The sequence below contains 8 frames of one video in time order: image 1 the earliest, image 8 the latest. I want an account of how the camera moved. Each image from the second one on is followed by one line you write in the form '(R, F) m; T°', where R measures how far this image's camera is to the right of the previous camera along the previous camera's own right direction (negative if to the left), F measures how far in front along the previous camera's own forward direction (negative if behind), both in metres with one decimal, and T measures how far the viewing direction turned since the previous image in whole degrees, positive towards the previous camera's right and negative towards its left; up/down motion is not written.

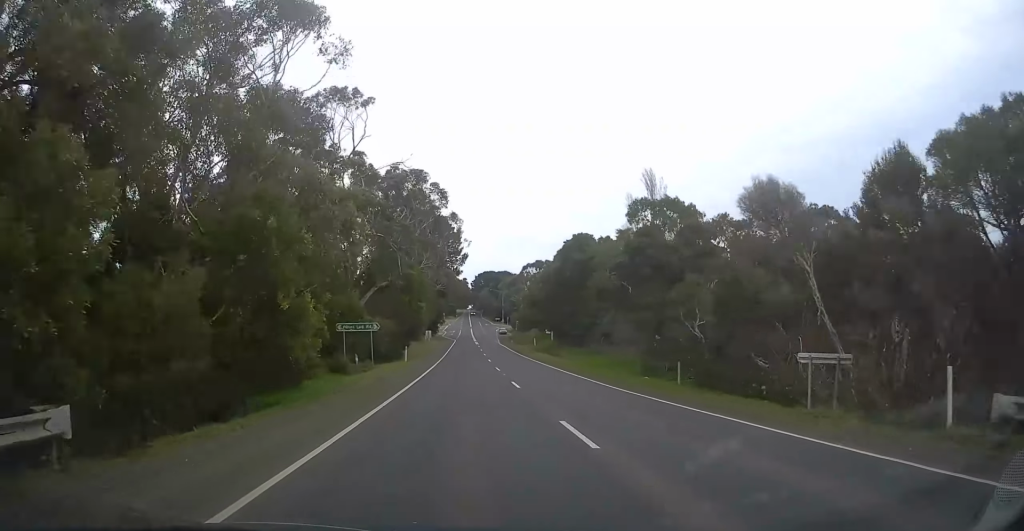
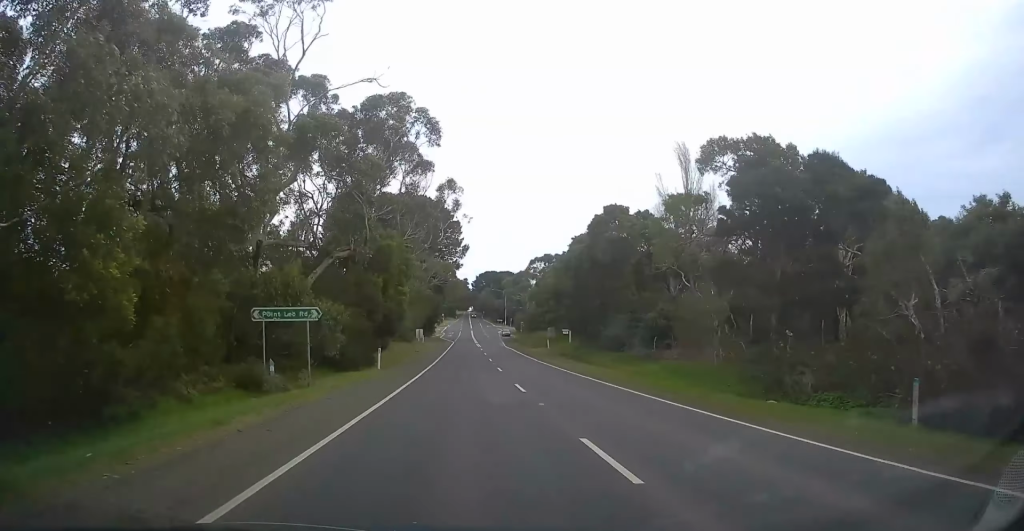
(+0.1, +13.9) m; 0°
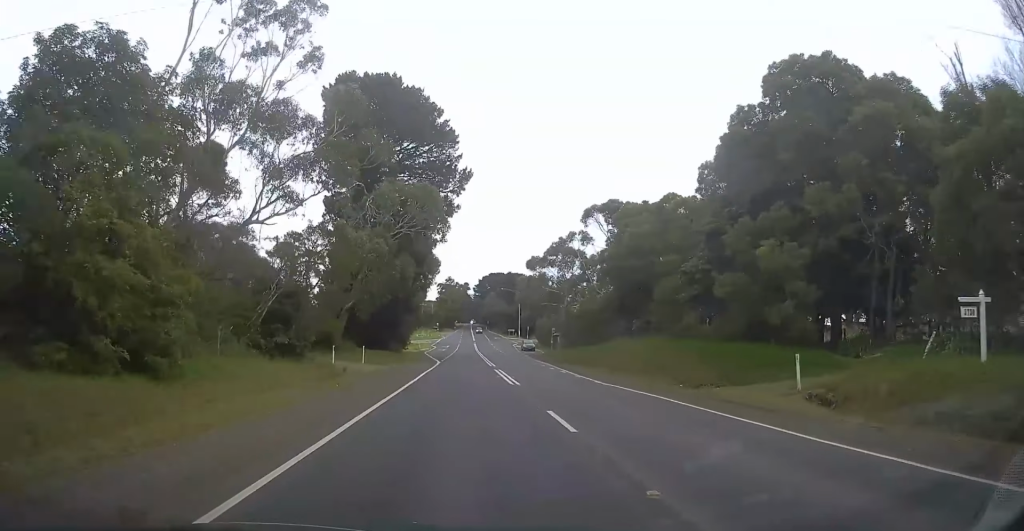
(-0.5, +54.4) m; -1°
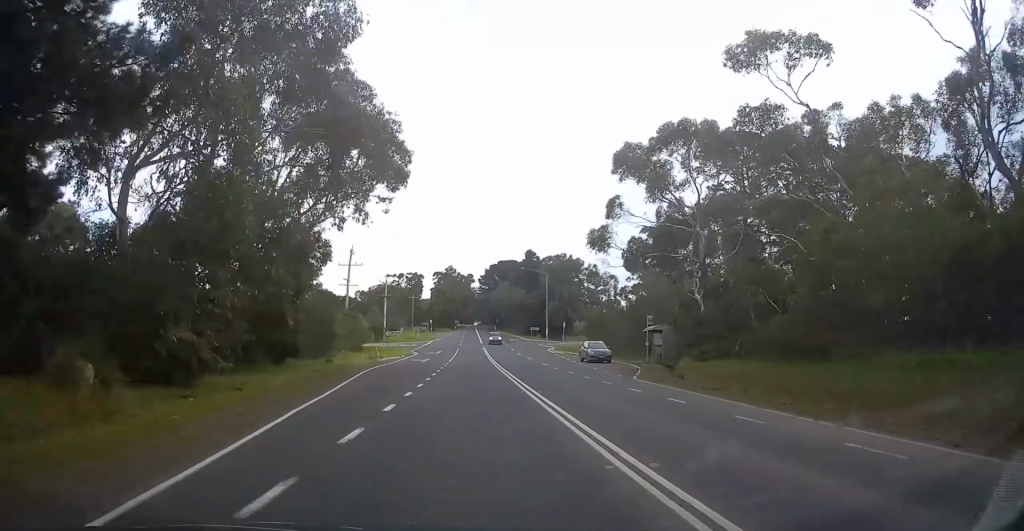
(+0.4, +51.7) m; 0°
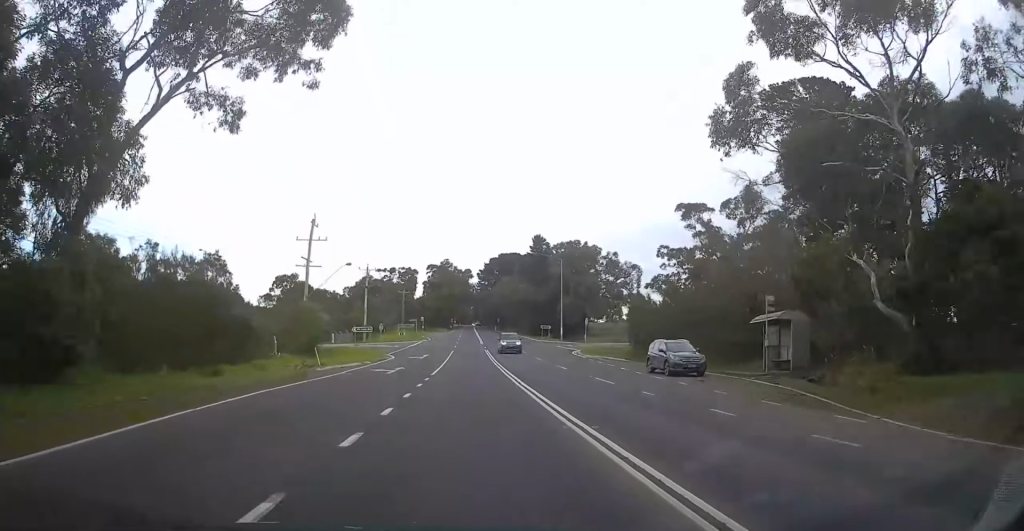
(-0.1, +21.0) m; 0°
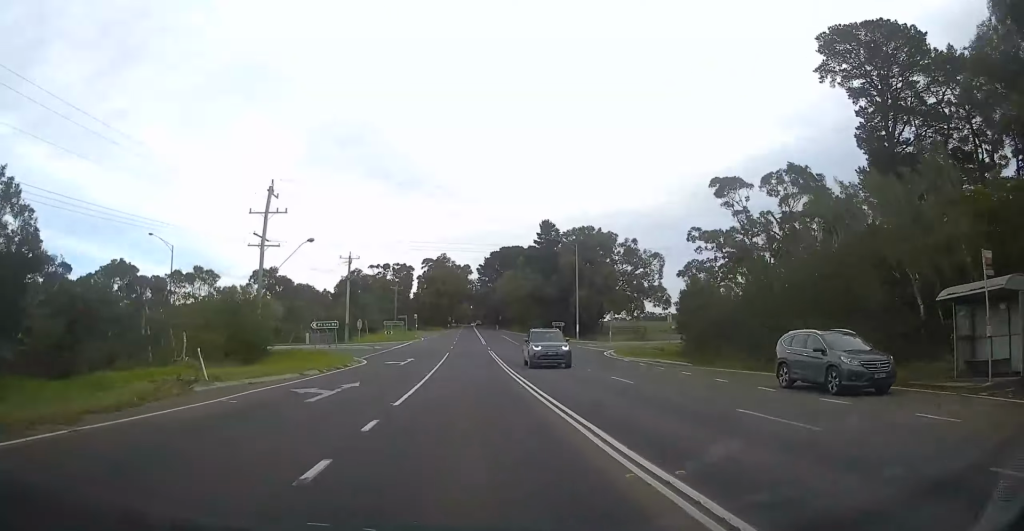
(+0.1, +13.9) m; 0°
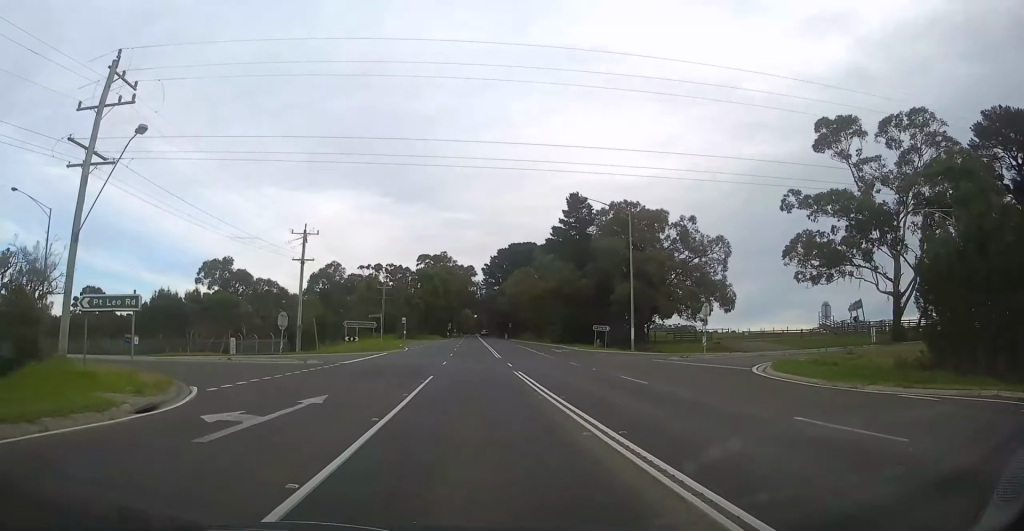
(0.0, +25.5) m; 0°
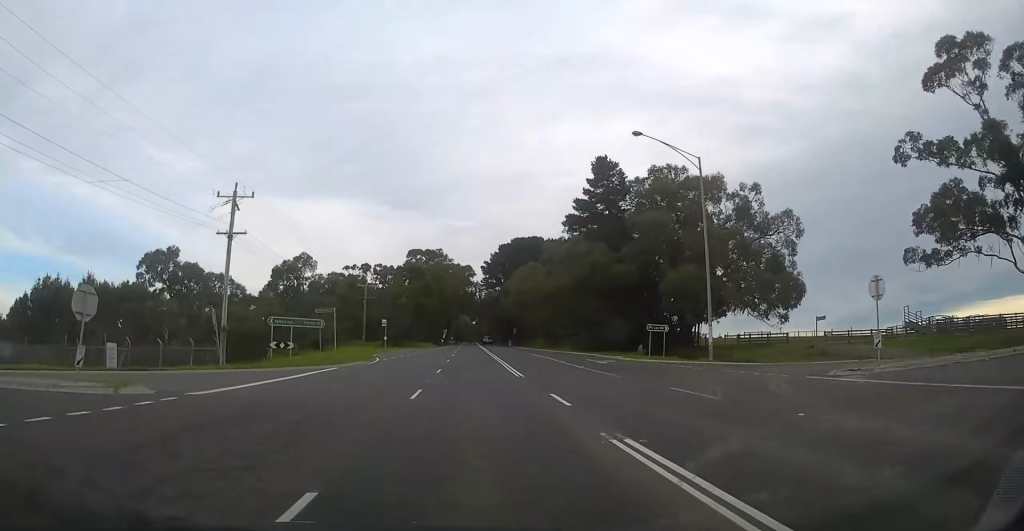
(-0.1, +18.8) m; 0°
